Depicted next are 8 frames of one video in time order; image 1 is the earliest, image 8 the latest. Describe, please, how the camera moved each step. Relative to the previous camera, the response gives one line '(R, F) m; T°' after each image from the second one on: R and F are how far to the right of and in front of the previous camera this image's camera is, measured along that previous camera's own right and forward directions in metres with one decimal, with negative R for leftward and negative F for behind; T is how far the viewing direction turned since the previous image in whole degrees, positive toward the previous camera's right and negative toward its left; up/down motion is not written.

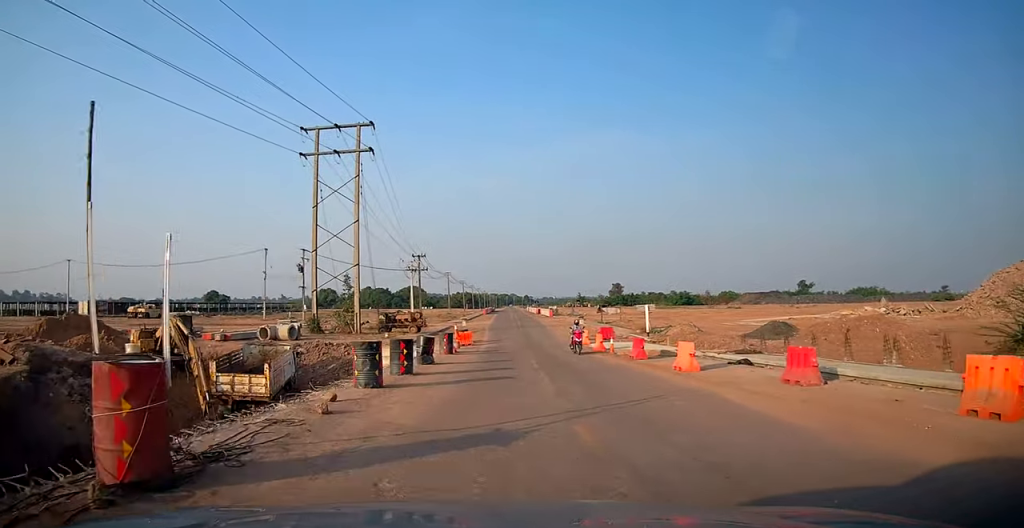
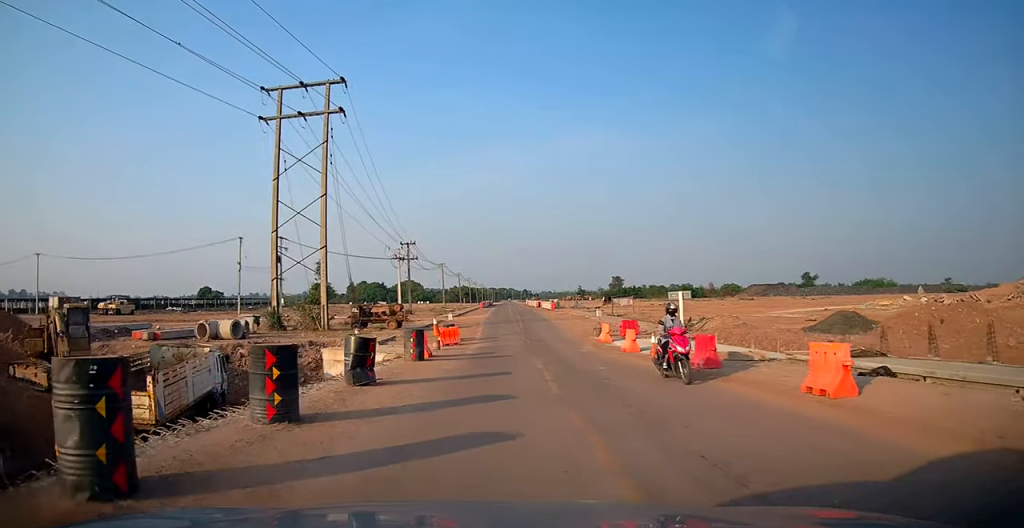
(+0.1, +7.7) m; 0°
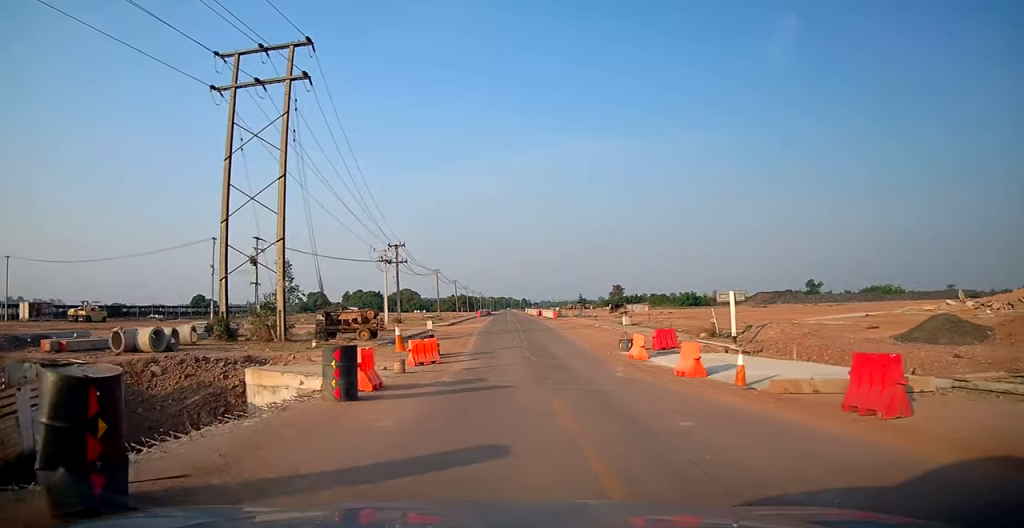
(-0.3, +7.0) m; 0°
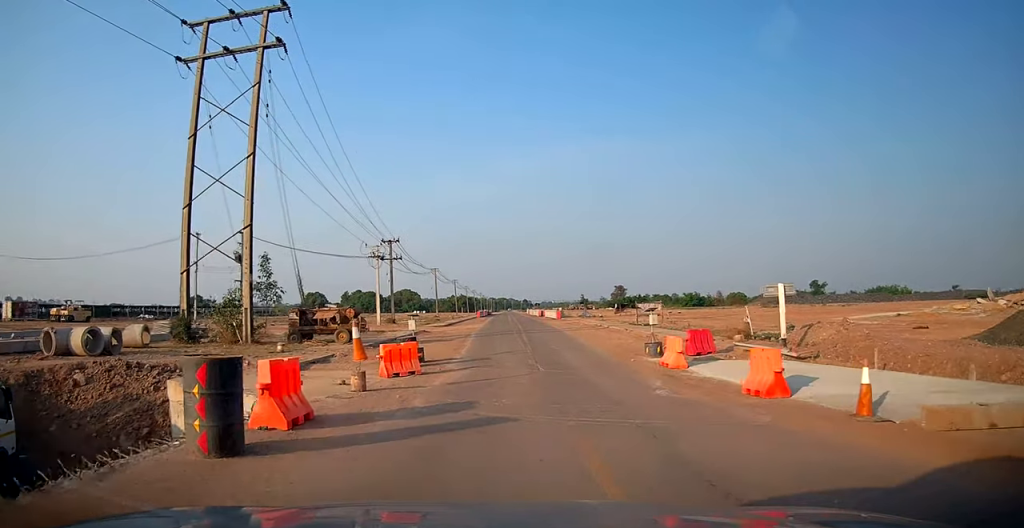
(+0.1, +4.4) m; 0°
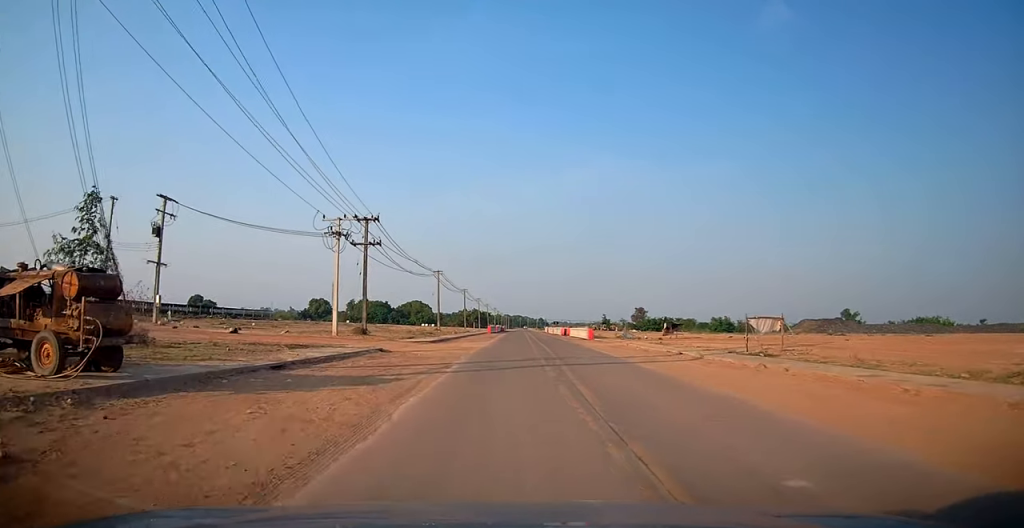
(+0.2, +19.2) m; -1°
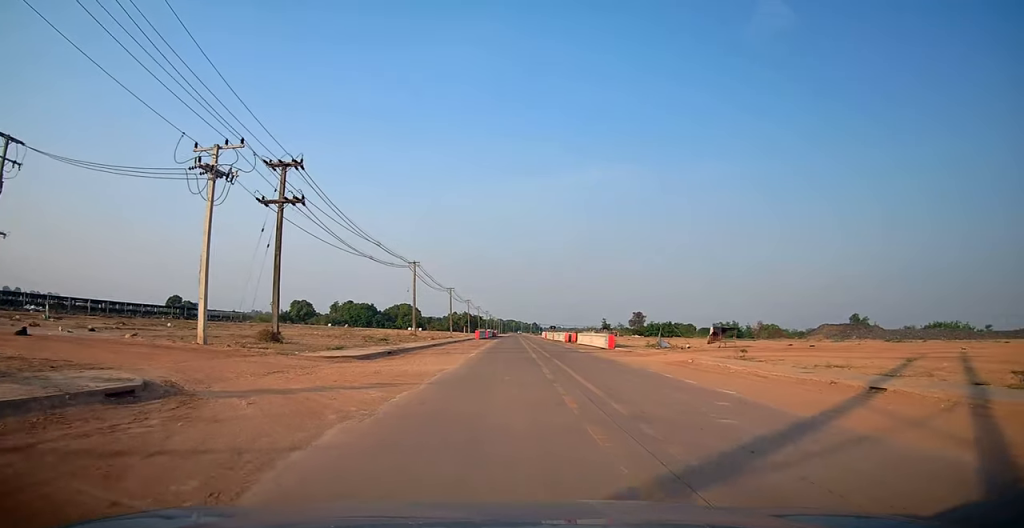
(-0.7, +17.0) m; -2°
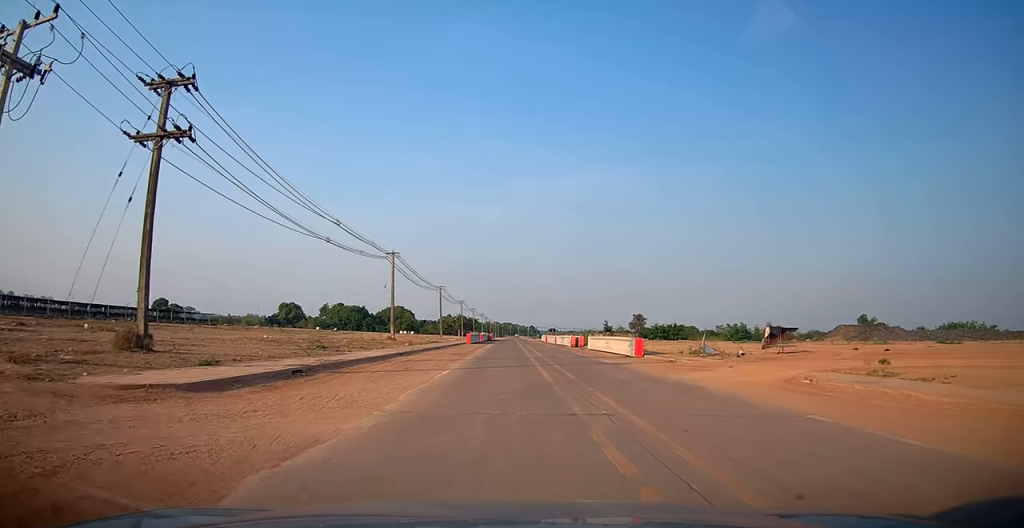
(+0.4, +11.4) m; +2°
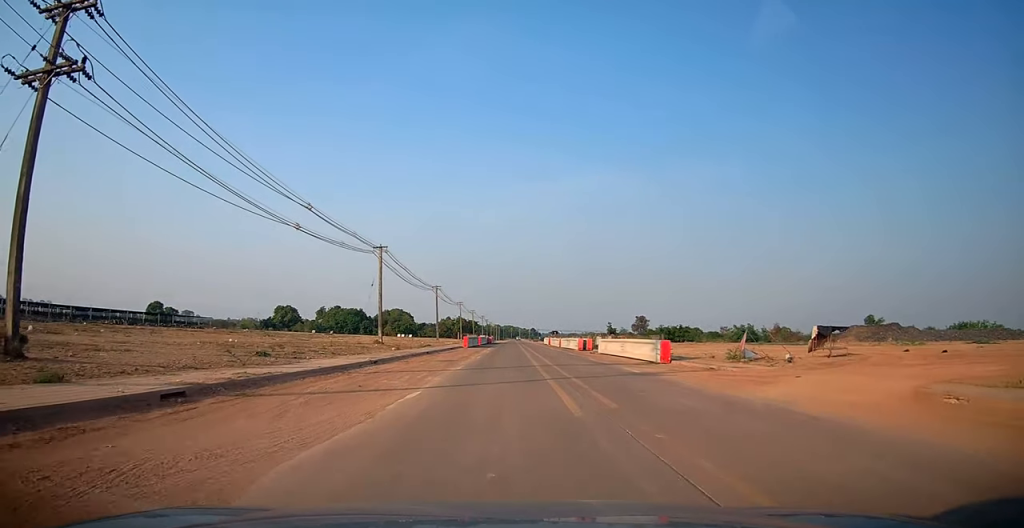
(0.0, +6.1) m; 0°
